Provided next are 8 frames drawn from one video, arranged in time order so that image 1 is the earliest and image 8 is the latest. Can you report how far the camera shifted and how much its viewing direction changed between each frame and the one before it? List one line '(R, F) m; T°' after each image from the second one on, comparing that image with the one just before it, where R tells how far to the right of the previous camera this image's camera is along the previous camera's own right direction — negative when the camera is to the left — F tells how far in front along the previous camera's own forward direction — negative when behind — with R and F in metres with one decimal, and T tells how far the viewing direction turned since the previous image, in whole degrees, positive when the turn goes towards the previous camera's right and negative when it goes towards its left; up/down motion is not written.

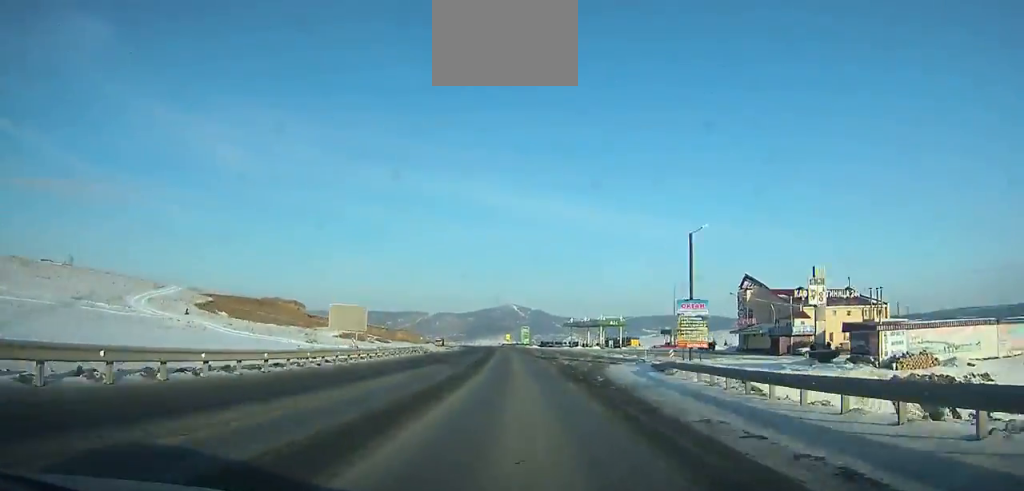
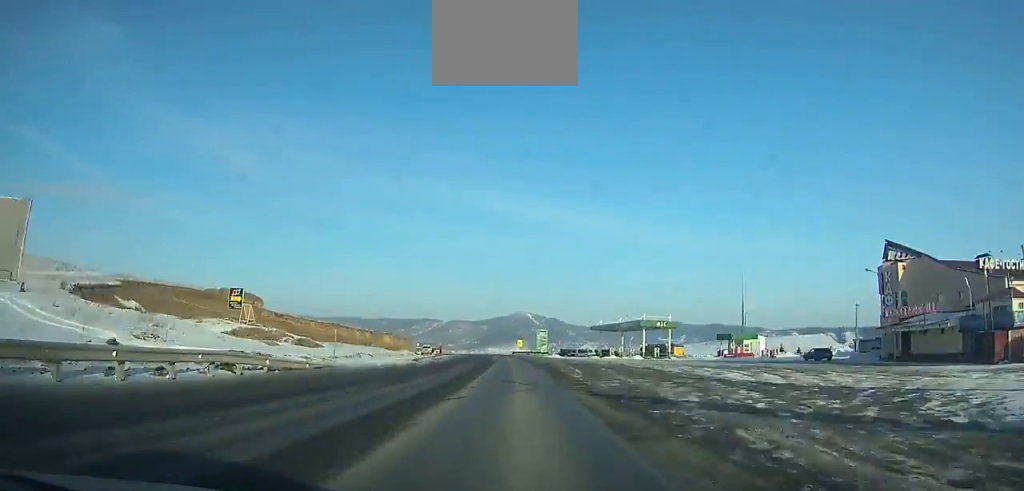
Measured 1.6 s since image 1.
(-0.3, +36.3) m; -2°
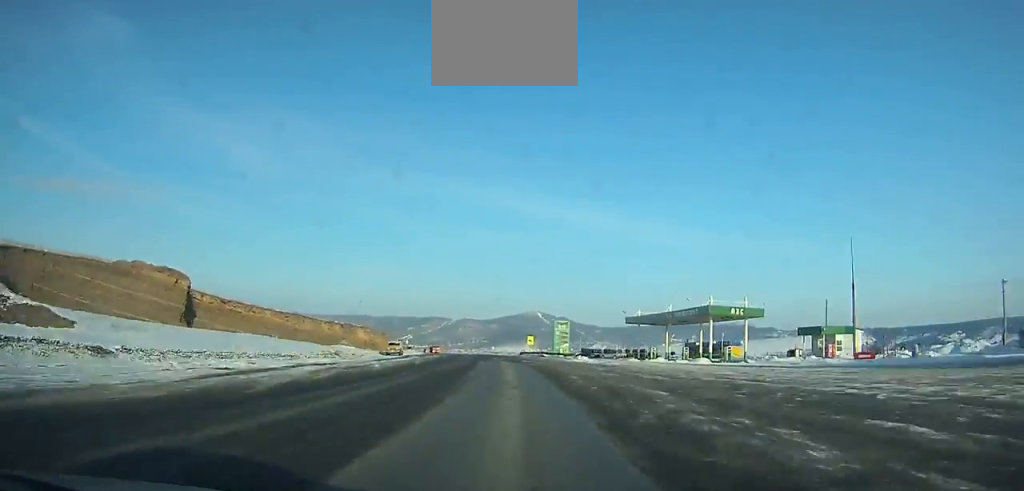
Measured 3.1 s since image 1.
(-0.3, +33.4) m; -2°
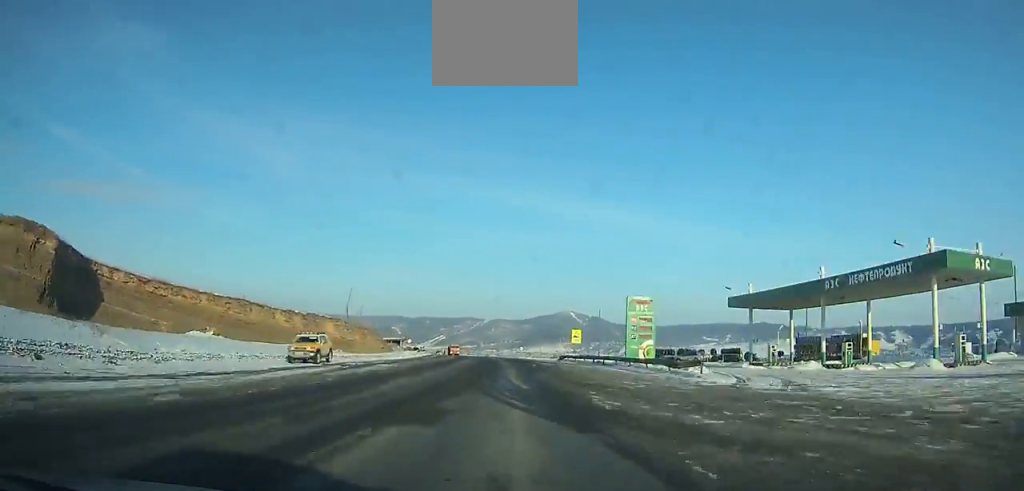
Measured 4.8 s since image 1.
(-0.9, +37.2) m; -3°
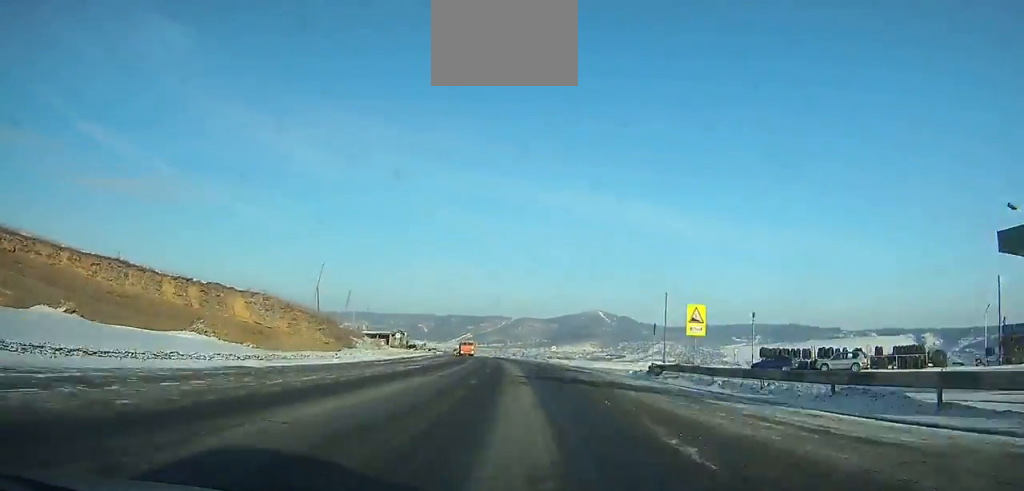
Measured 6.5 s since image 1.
(-0.8, +36.8) m; -3°
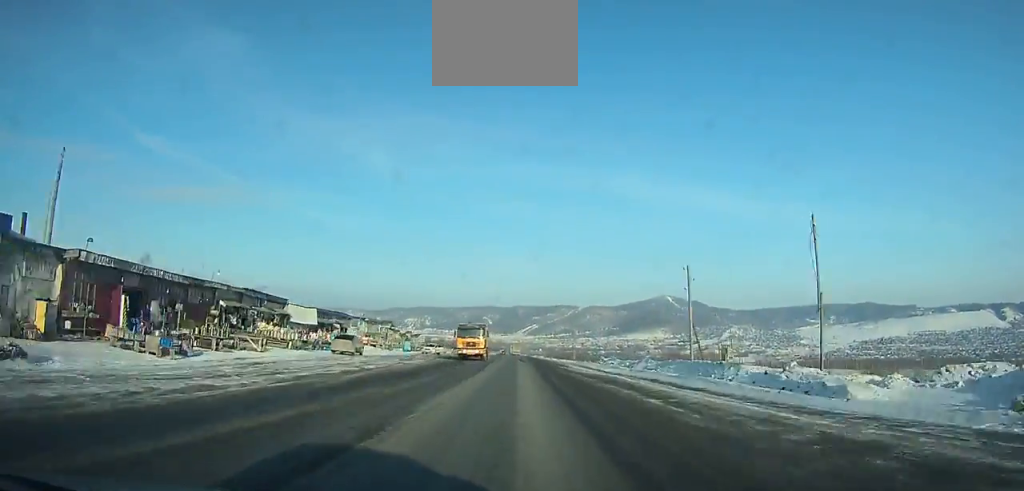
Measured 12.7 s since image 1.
(-7.6, +131.7) m; -5°
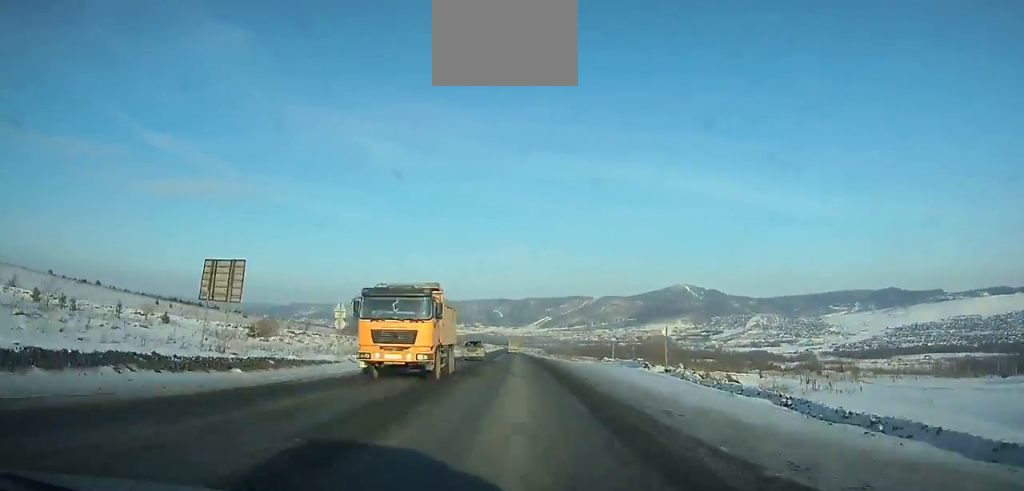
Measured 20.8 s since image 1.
(-0.7, +179.2) m; -1°
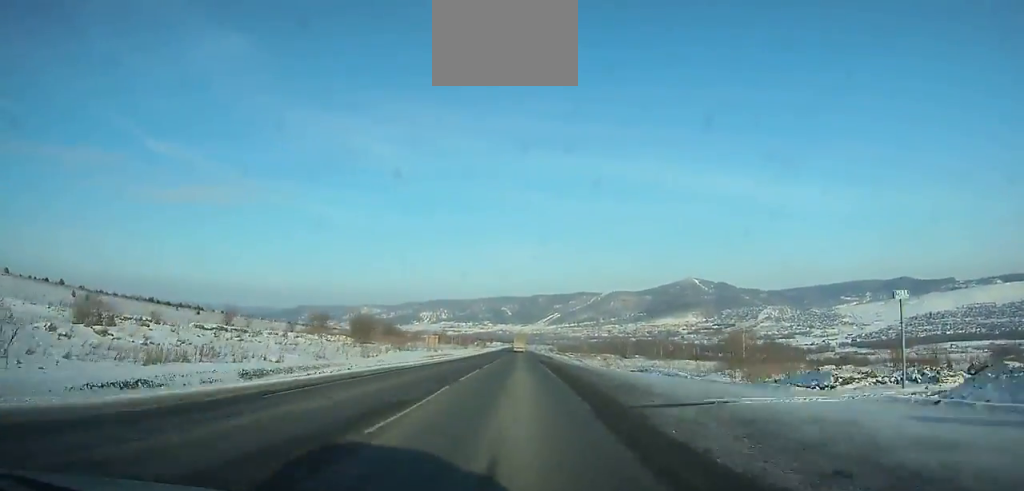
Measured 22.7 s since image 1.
(-0.2, +44.0) m; 0°
